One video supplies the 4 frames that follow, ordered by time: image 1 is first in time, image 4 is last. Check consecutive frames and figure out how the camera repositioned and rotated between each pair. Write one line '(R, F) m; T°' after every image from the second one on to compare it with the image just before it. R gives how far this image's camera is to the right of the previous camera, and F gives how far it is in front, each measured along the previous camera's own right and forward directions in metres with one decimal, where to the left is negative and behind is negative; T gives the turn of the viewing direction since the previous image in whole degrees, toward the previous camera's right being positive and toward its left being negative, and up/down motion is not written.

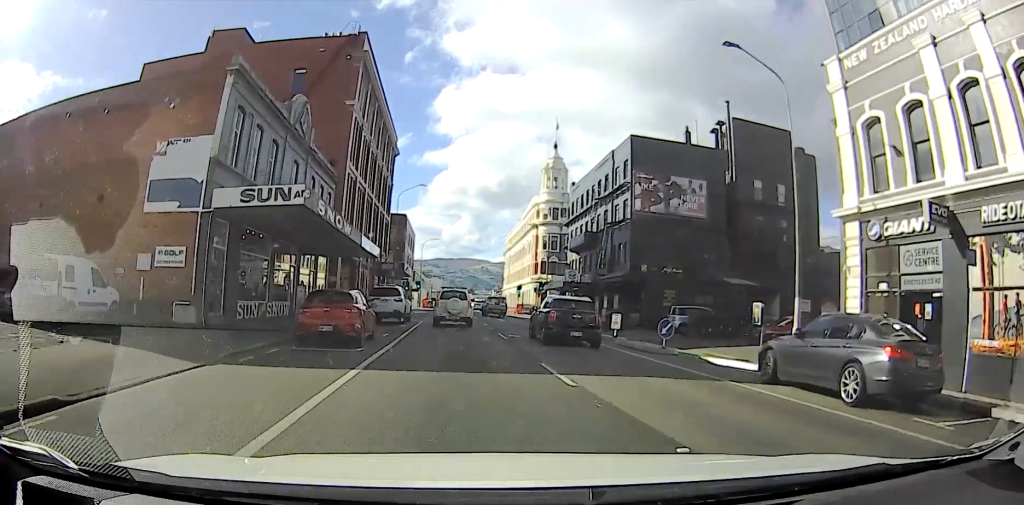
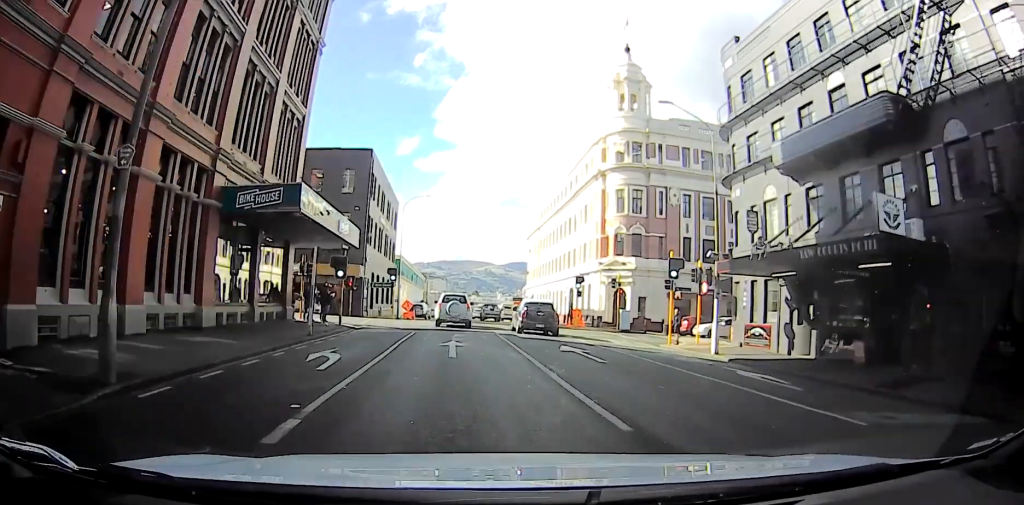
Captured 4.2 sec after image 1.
(0.0, +36.4) m; 0°
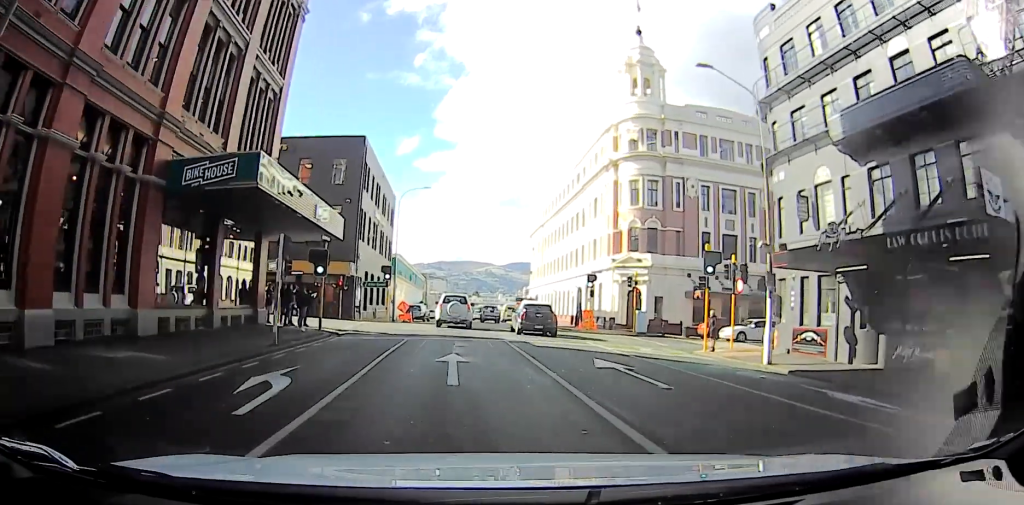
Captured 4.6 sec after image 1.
(+0.1, +3.6) m; -1°
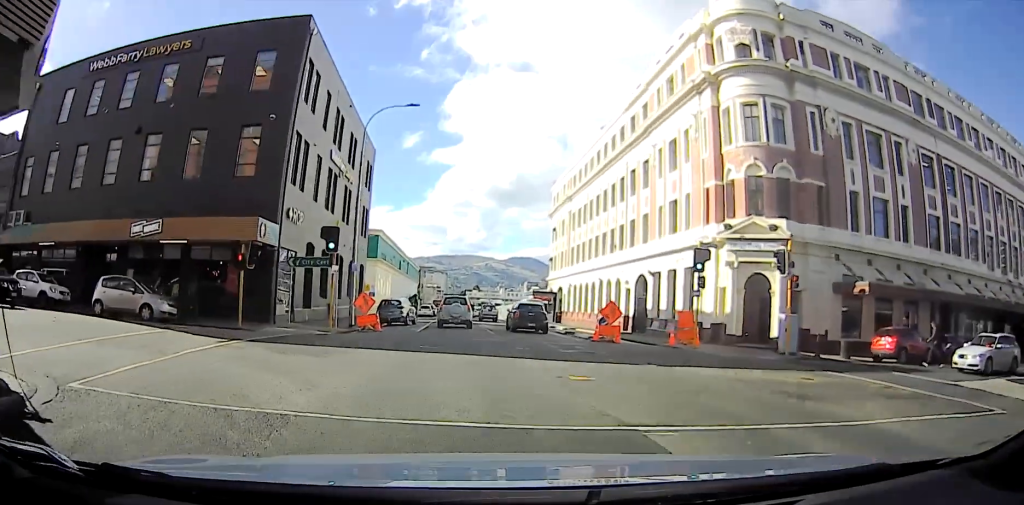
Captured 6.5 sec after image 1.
(-0.3, +16.9) m; +3°
